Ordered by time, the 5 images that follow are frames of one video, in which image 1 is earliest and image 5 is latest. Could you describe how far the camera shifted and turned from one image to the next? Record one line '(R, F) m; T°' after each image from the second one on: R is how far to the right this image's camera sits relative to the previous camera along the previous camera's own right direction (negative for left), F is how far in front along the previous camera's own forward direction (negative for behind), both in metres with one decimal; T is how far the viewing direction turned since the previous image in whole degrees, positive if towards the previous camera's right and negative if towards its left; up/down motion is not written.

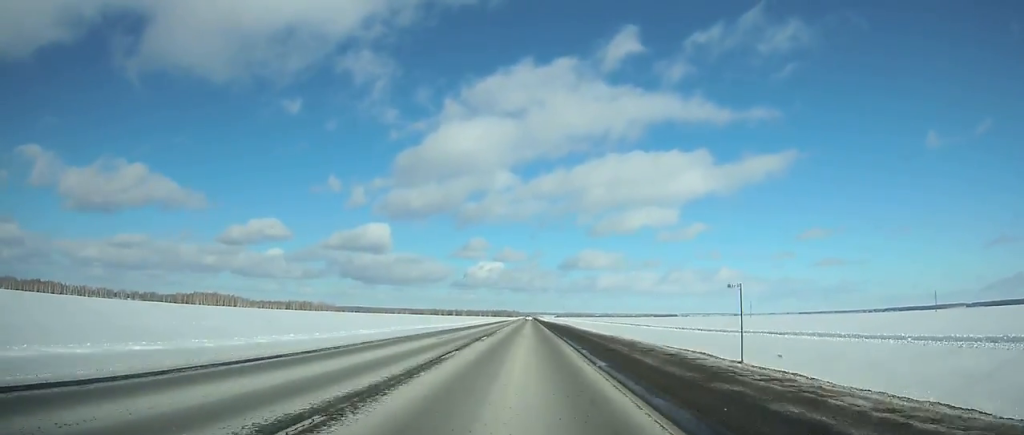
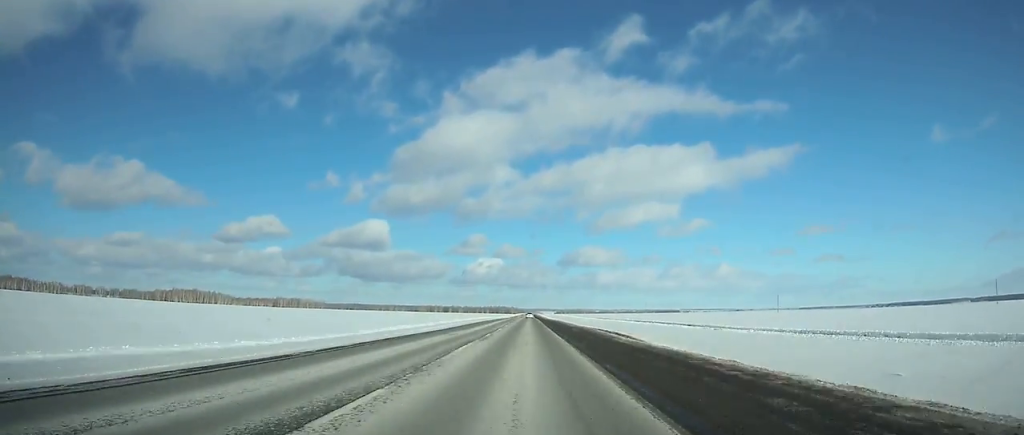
(0.0, +60.3) m; 0°
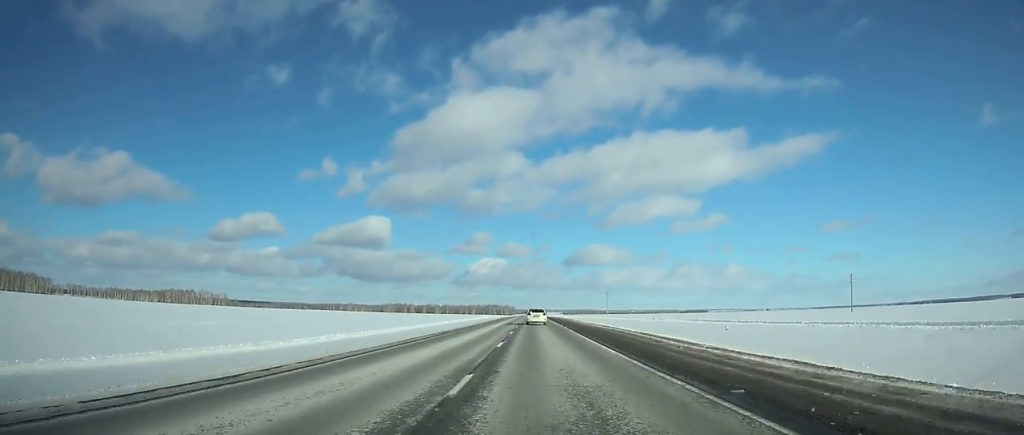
(-0.1, +371.1) m; 0°
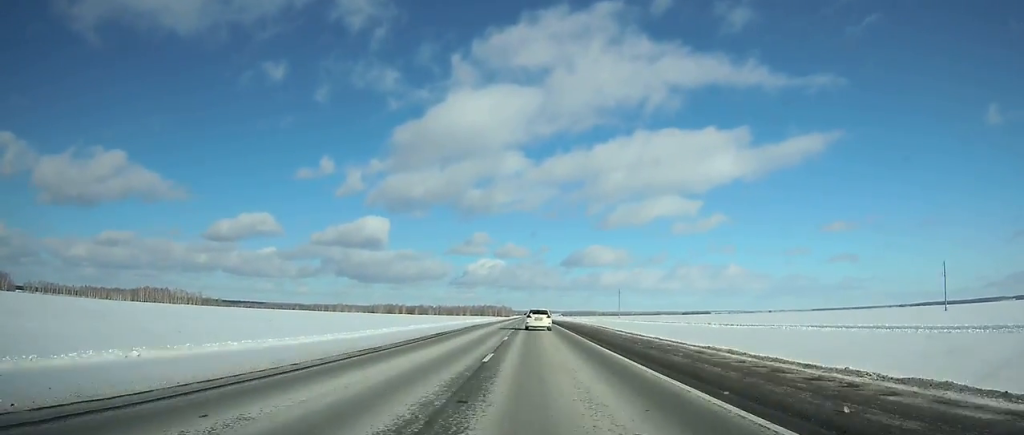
(+0.2, +52.5) m; 0°
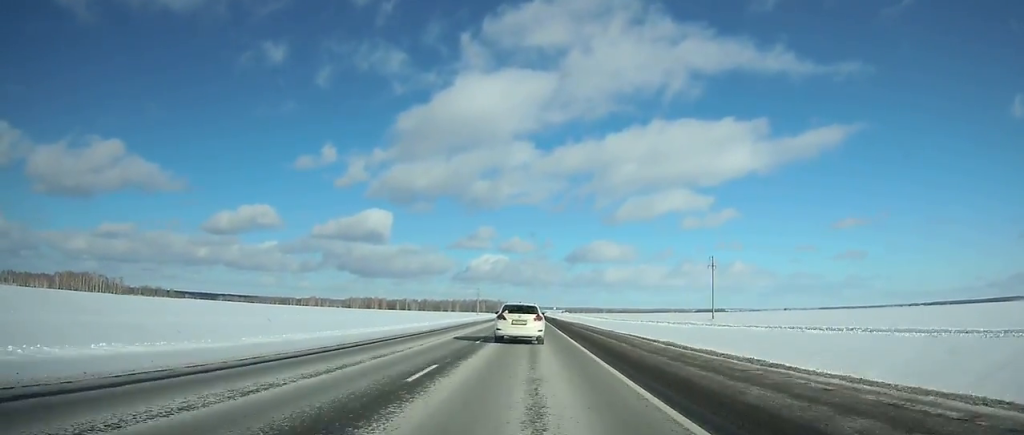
(+0.2, +146.8) m; 0°
